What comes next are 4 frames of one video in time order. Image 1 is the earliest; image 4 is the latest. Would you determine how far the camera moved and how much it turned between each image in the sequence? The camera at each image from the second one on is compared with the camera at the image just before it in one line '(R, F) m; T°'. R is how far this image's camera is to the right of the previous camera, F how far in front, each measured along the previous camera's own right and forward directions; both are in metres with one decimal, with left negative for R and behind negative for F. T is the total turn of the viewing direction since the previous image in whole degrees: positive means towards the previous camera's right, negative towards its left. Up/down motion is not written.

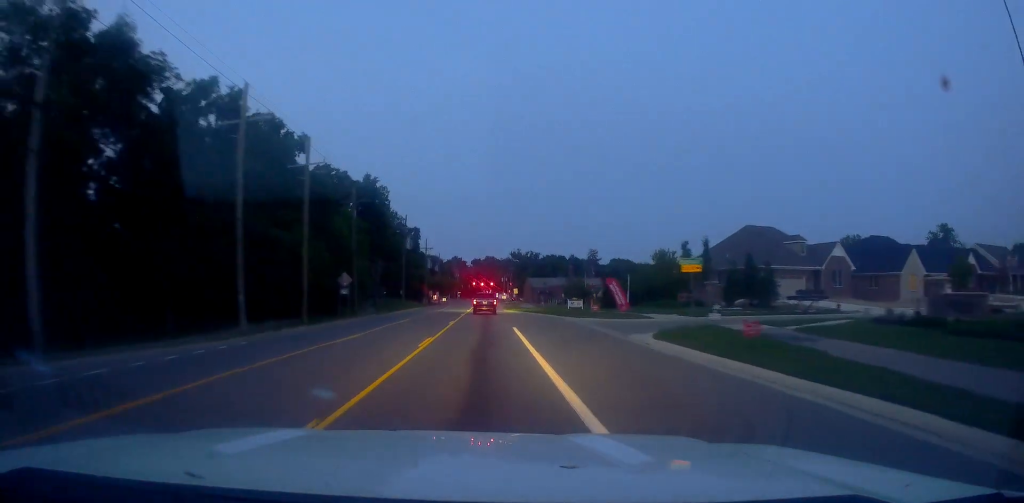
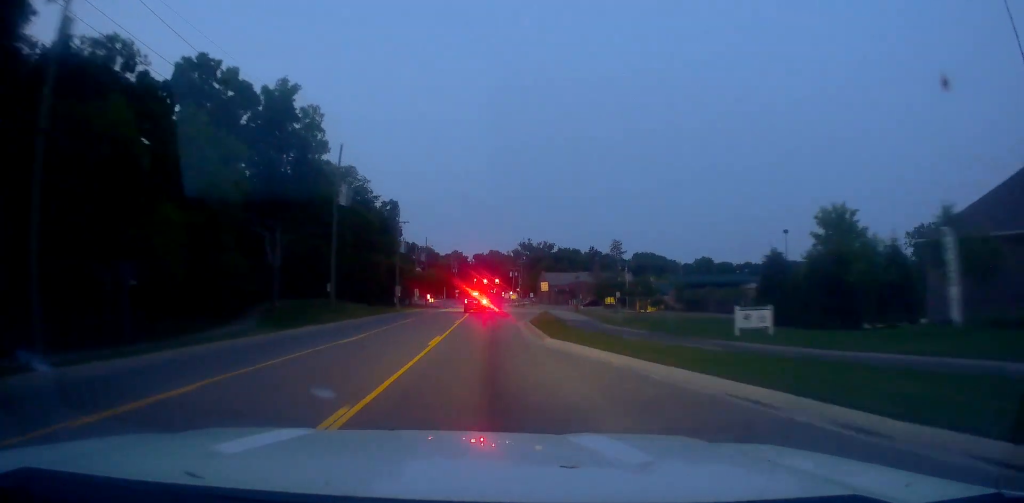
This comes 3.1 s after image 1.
(-0.1, +45.0) m; +1°
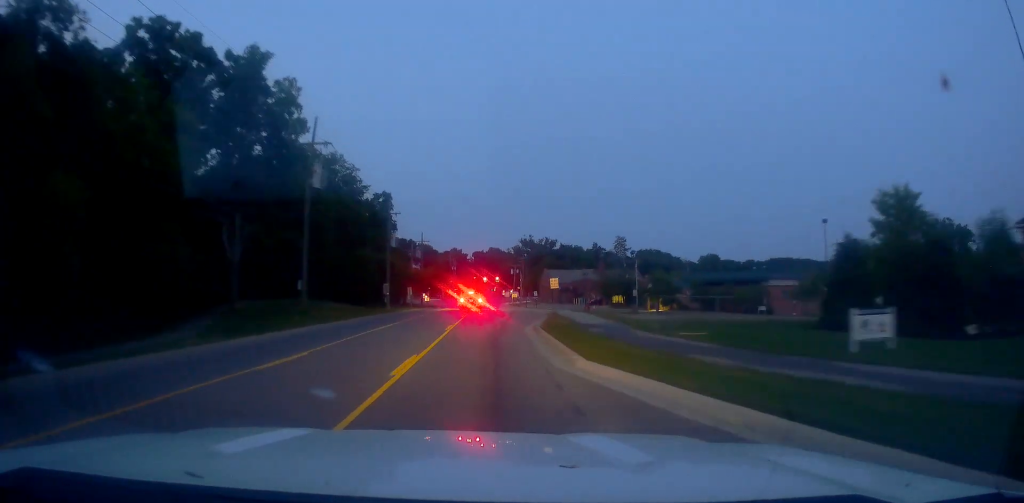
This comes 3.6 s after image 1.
(+0.1, +7.7) m; -1°
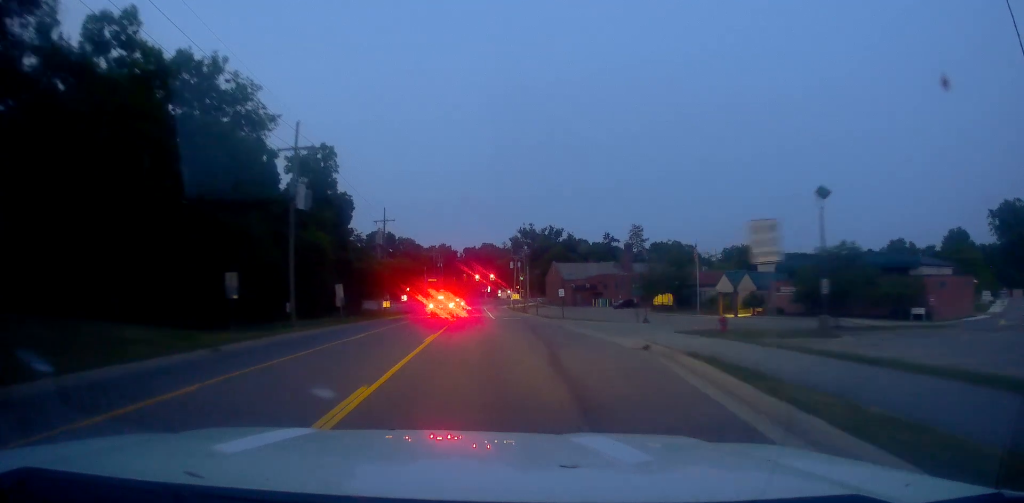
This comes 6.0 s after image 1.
(-0.5, +35.2) m; -2°
